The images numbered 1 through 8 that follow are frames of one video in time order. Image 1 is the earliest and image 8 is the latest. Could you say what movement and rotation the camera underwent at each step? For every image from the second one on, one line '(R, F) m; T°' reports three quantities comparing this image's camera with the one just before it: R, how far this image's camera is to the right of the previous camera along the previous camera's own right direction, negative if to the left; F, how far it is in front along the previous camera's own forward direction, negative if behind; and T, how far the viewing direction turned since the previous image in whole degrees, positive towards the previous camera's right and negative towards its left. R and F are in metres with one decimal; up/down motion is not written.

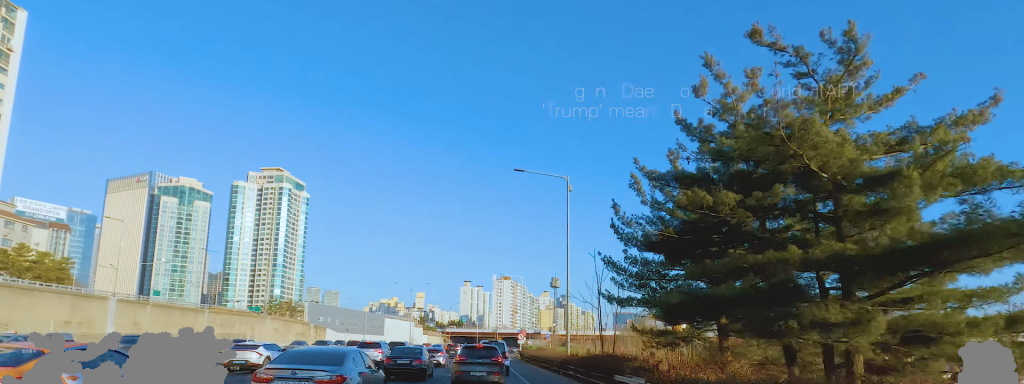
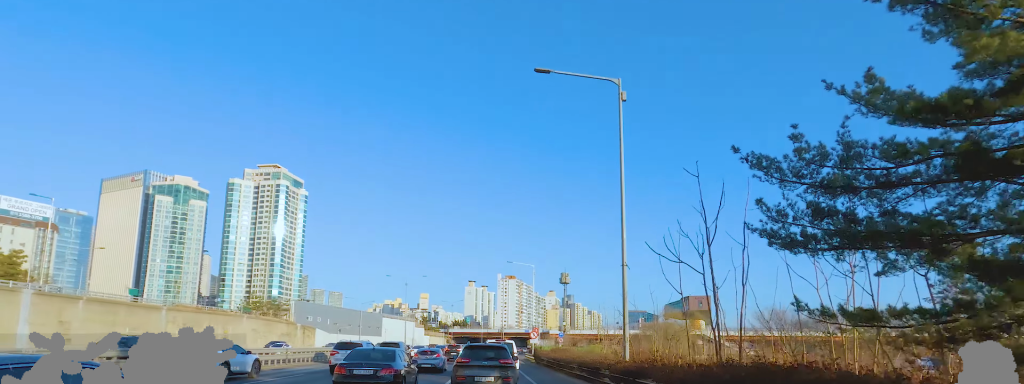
(-0.3, +10.7) m; +2°
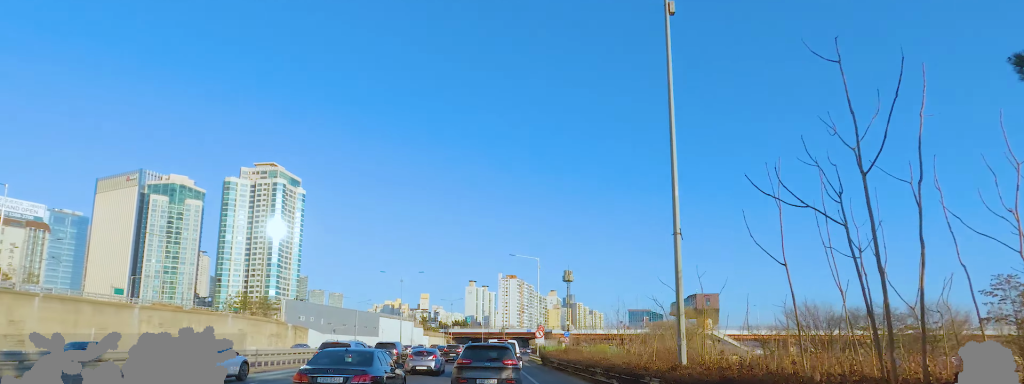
(+0.8, +5.1) m; +1°
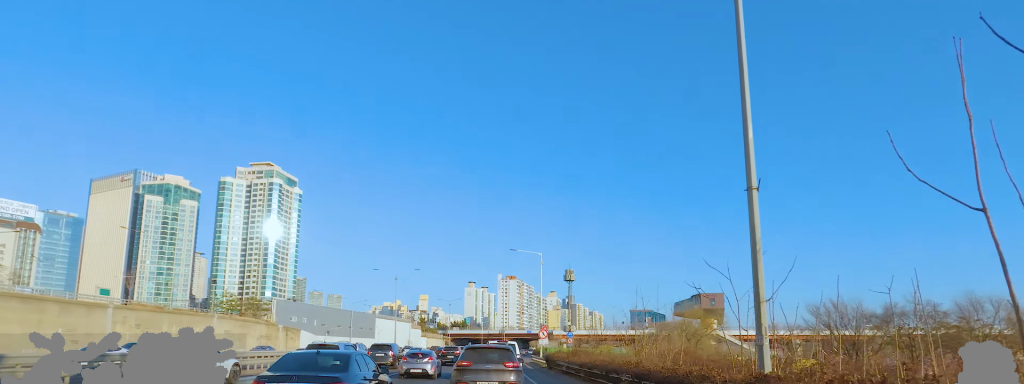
(-0.6, +4.2) m; 0°
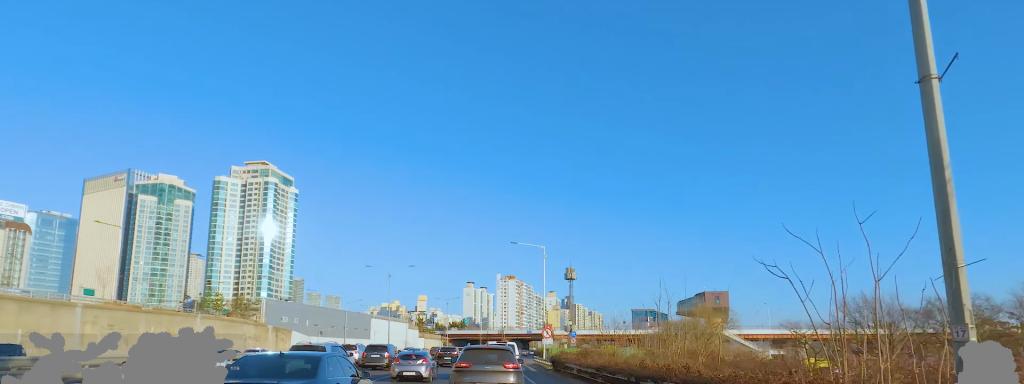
(-0.6, +4.4) m; 0°
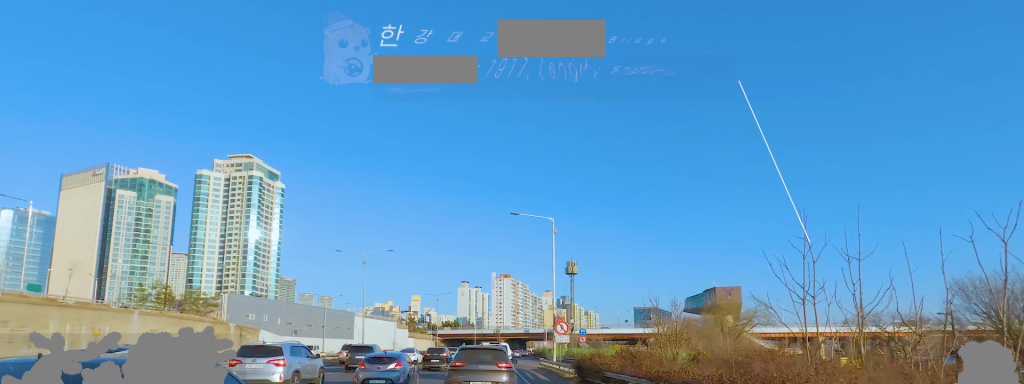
(+0.6, +13.1) m; 0°
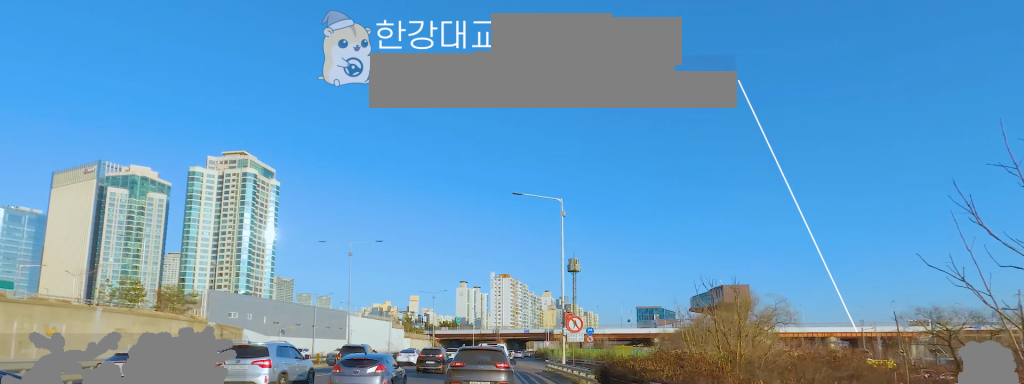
(-0.1, +6.7) m; +1°
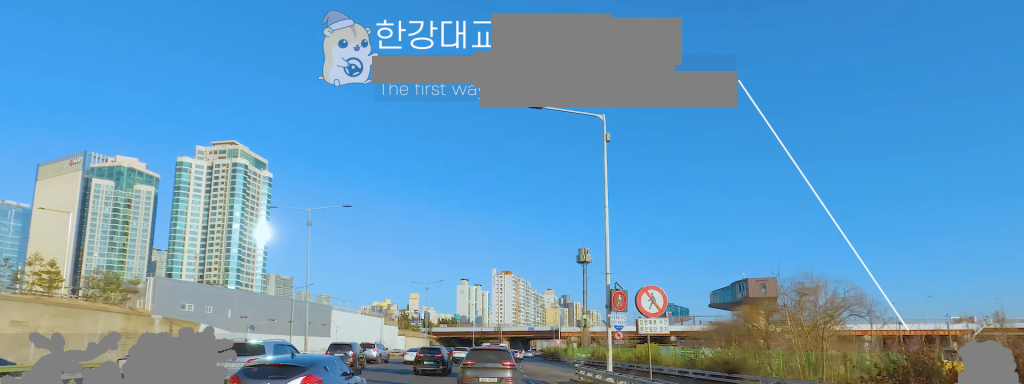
(+0.4, +16.9) m; -5°
